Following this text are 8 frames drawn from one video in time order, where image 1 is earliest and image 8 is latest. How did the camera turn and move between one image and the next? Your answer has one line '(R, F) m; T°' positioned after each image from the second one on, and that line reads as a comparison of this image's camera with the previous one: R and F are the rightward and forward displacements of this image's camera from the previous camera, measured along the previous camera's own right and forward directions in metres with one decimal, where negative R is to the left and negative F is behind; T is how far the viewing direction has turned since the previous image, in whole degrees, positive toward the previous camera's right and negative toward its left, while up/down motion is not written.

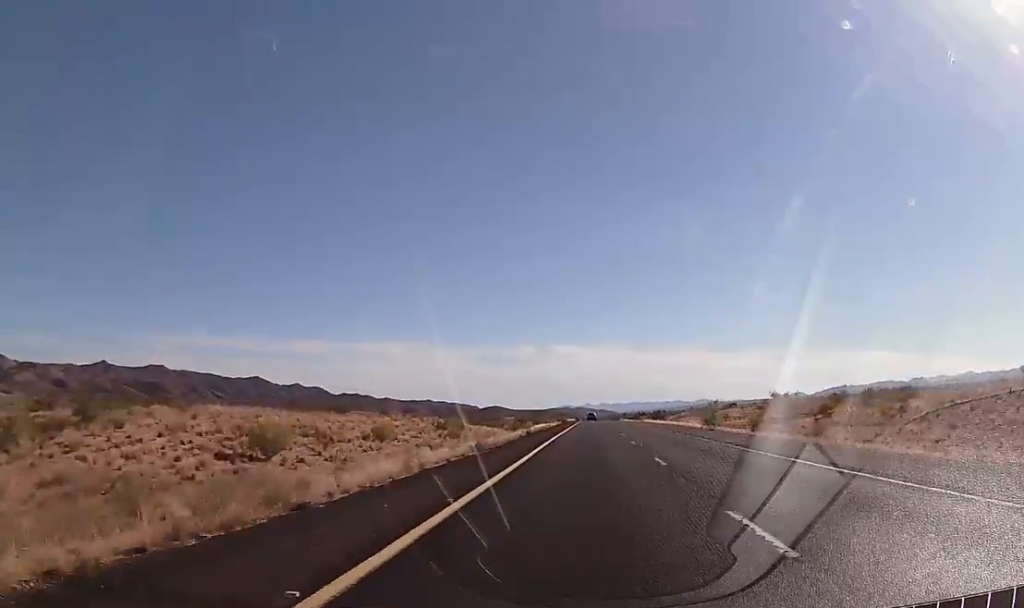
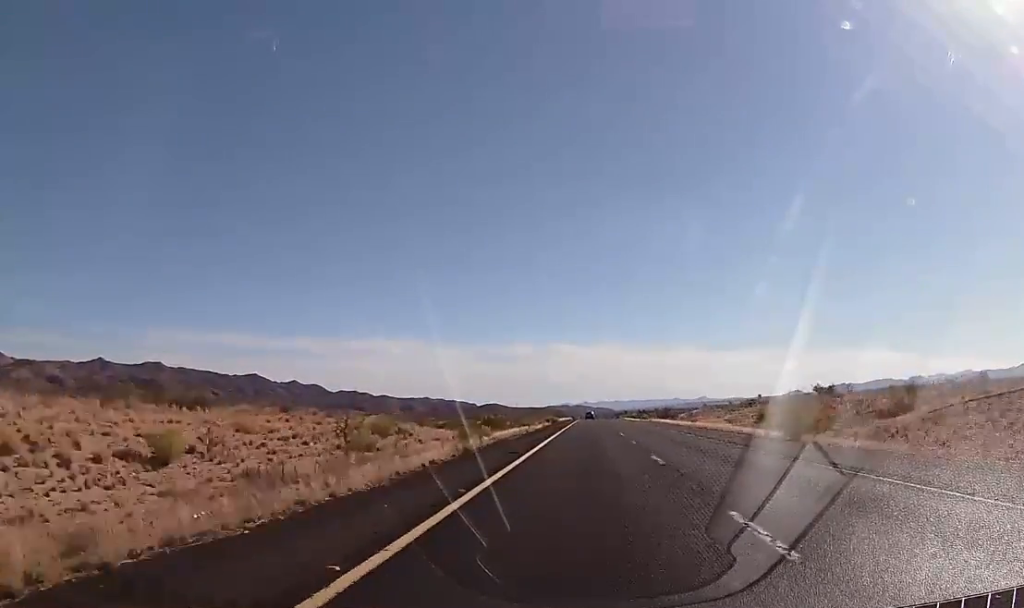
(+0.3, +25.4) m; 0°
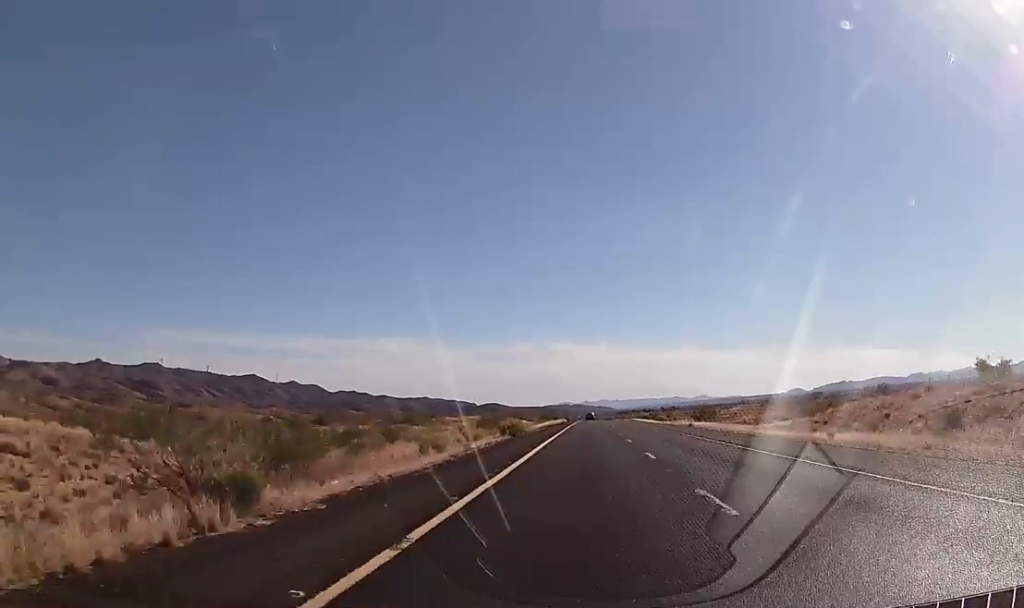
(-0.4, +45.6) m; -1°
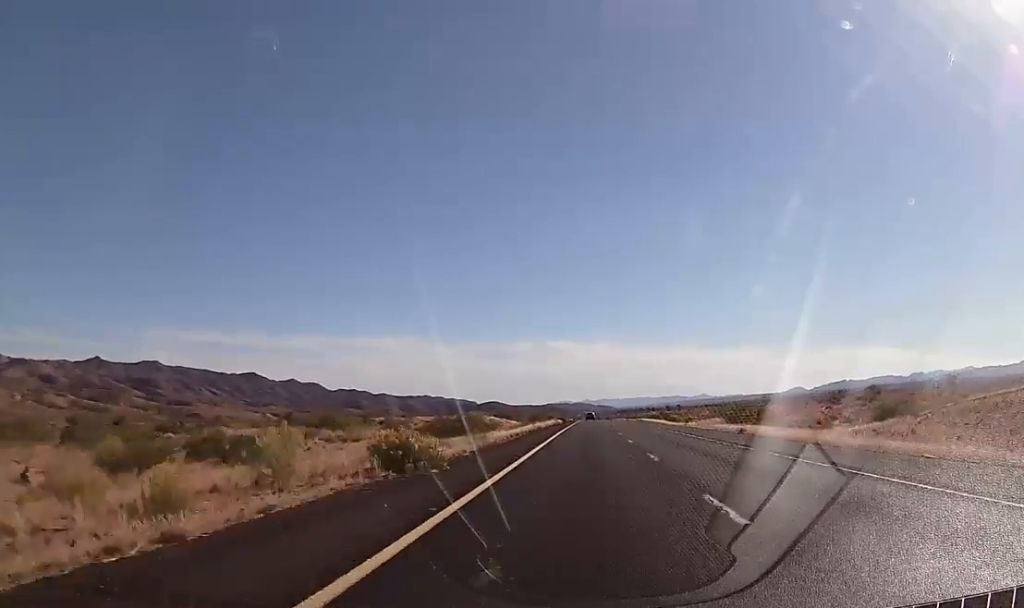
(0.0, +25.3) m; 0°
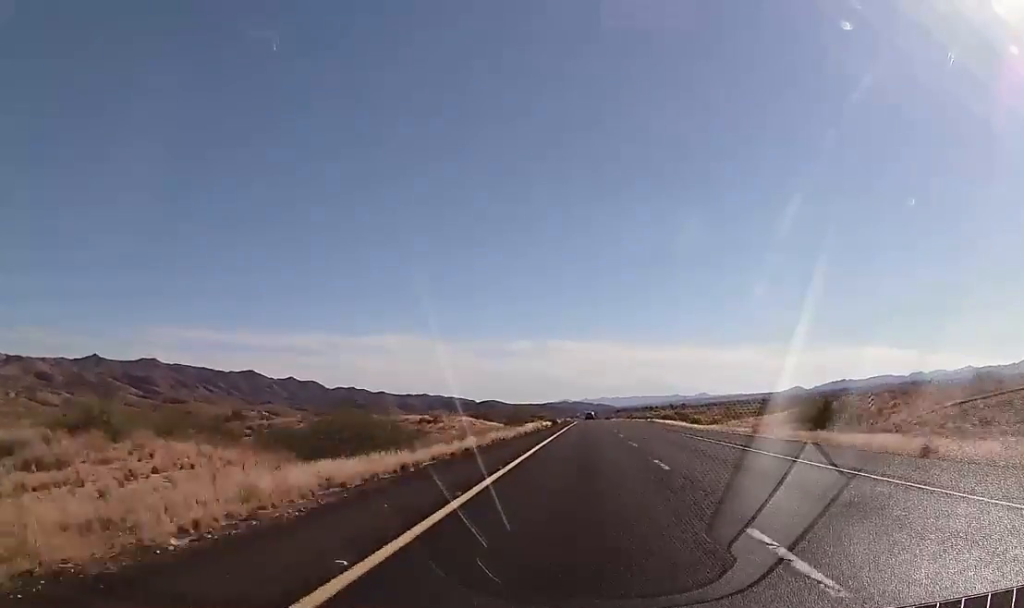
(0.0, +27.9) m; 0°
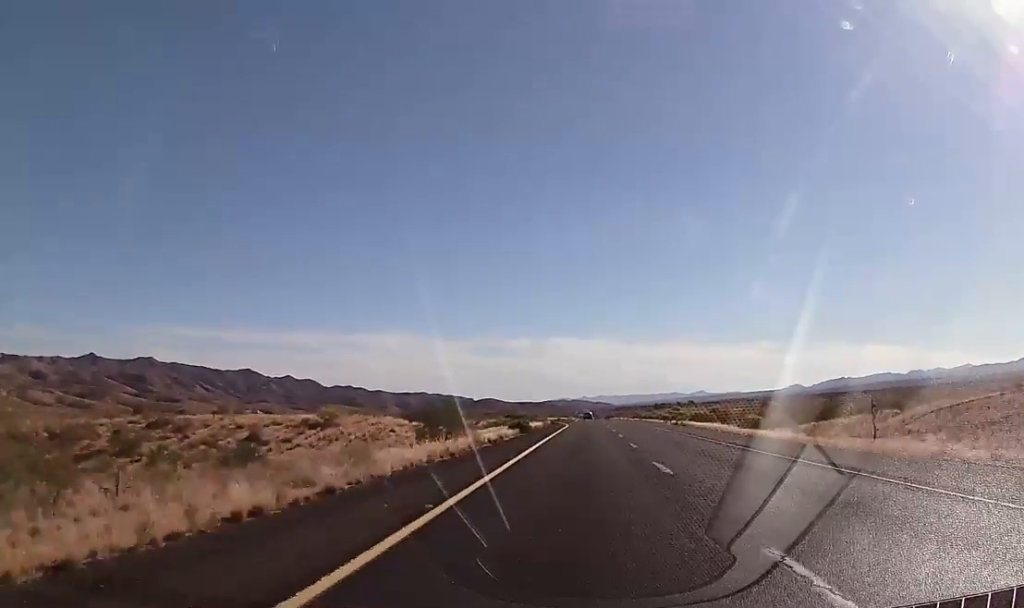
(0.0, +38.1) m; 0°
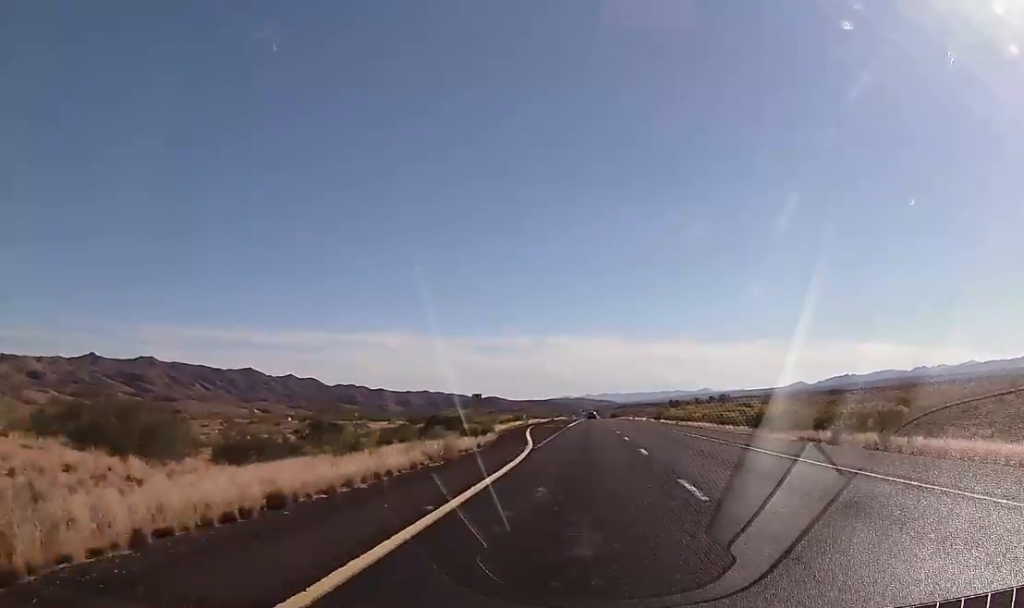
(+0.5, +52.0) m; 0°
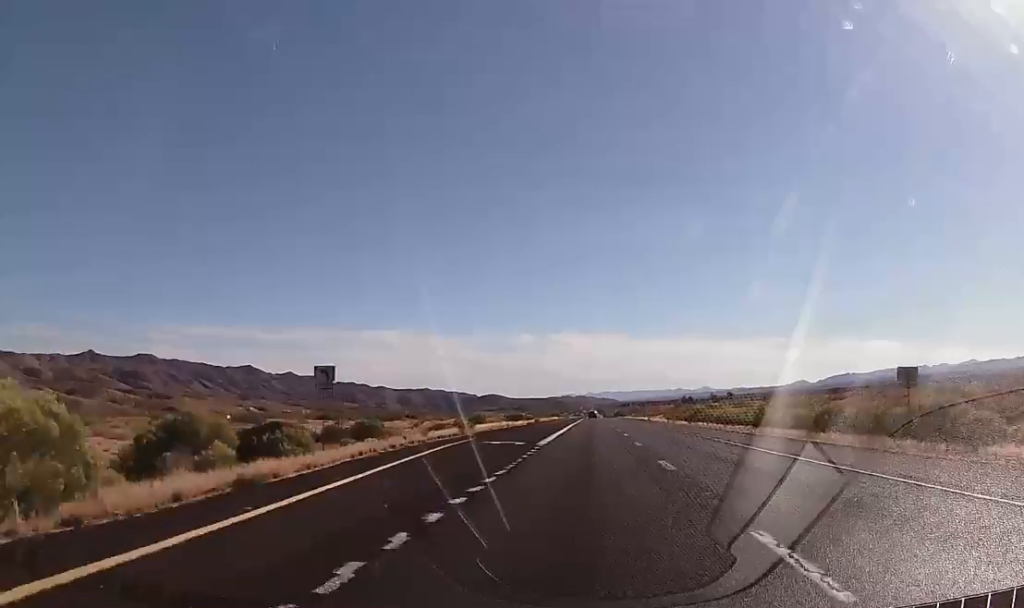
(-0.4, +43.1) m; -1°
